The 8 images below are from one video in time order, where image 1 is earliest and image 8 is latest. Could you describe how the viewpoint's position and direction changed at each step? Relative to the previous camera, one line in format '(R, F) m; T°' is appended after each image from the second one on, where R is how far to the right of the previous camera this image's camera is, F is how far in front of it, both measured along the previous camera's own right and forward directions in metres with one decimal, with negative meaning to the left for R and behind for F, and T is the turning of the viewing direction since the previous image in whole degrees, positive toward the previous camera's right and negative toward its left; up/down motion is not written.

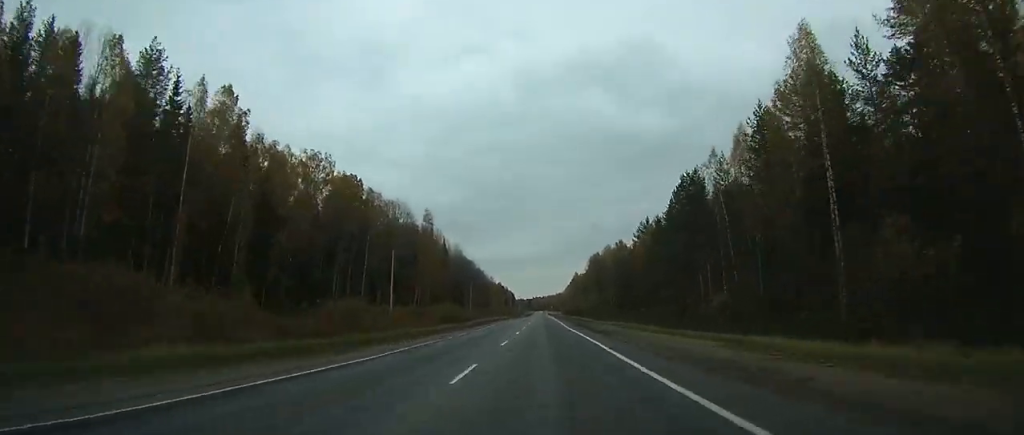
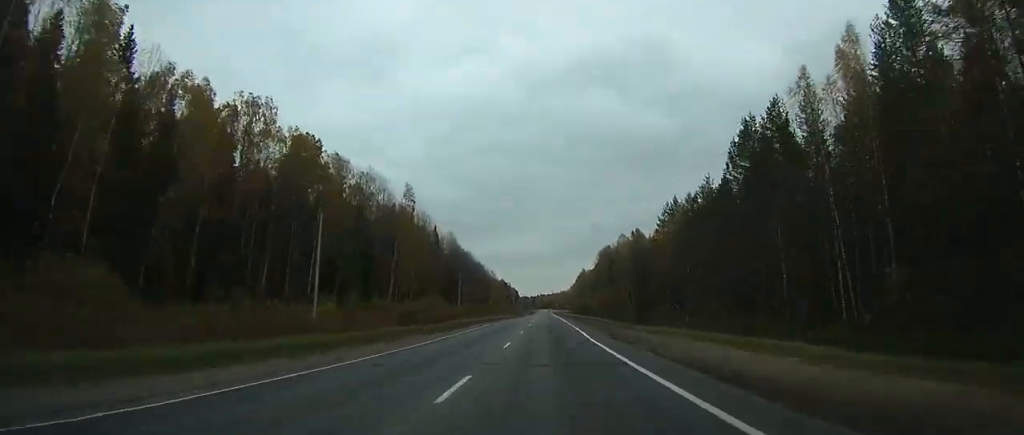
(0.0, +24.9) m; 0°
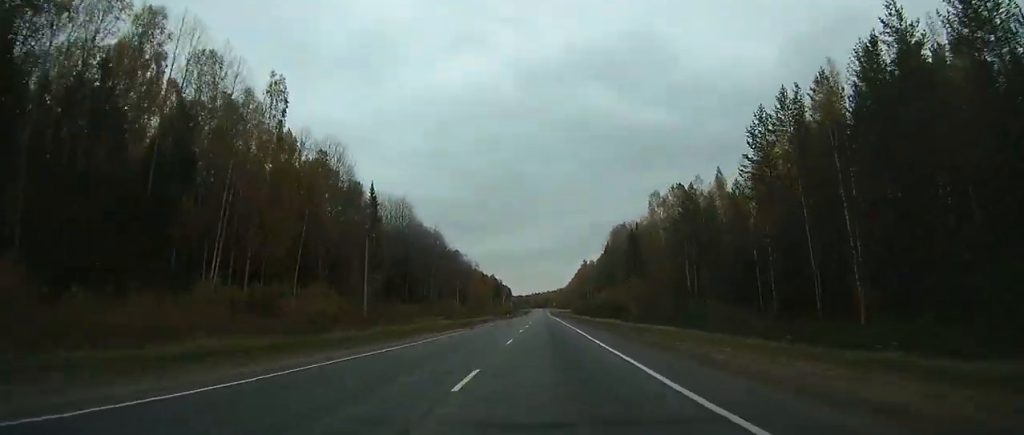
(0.0, +61.1) m; 0°
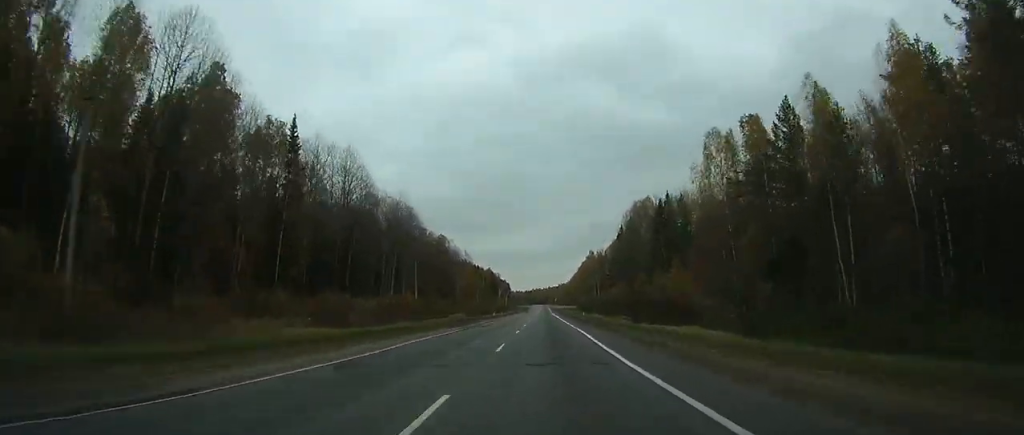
(-0.1, +40.0) m; 0°
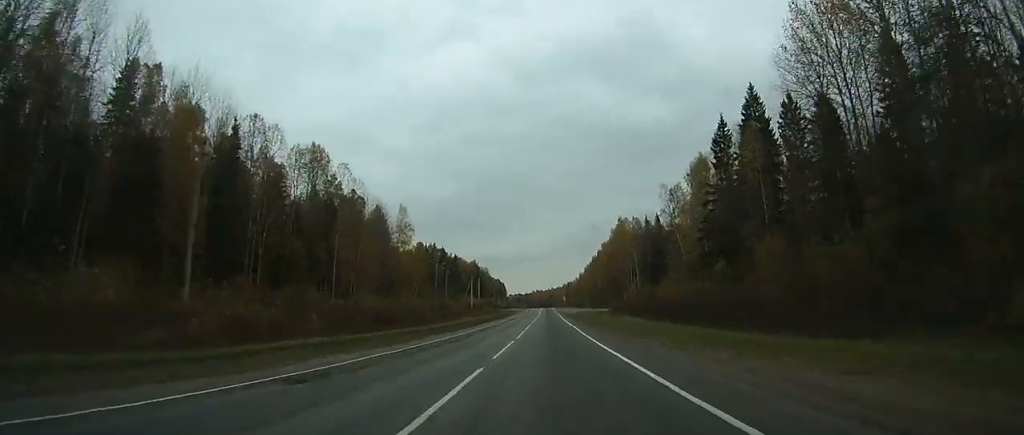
(+0.7, +113.3) m; 0°
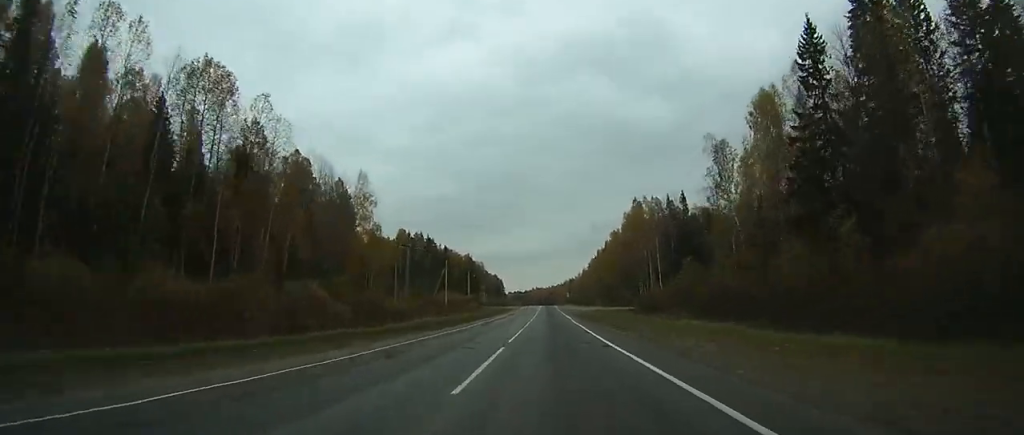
(-0.1, +29.6) m; 0°
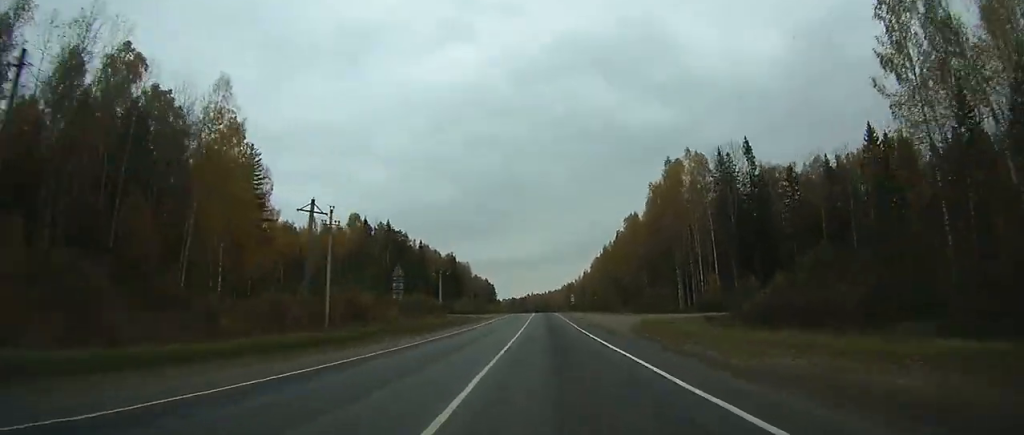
(-0.1, +47.1) m; 0°
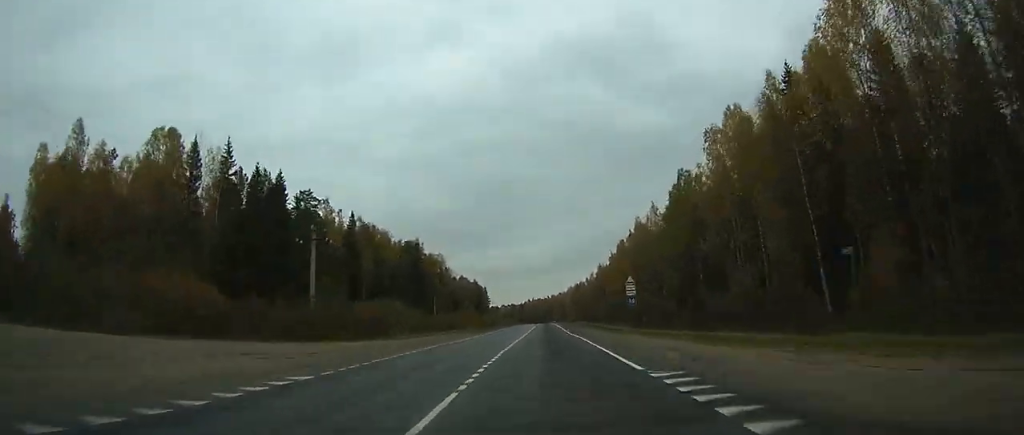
(-0.1, +87.0) m; 0°
